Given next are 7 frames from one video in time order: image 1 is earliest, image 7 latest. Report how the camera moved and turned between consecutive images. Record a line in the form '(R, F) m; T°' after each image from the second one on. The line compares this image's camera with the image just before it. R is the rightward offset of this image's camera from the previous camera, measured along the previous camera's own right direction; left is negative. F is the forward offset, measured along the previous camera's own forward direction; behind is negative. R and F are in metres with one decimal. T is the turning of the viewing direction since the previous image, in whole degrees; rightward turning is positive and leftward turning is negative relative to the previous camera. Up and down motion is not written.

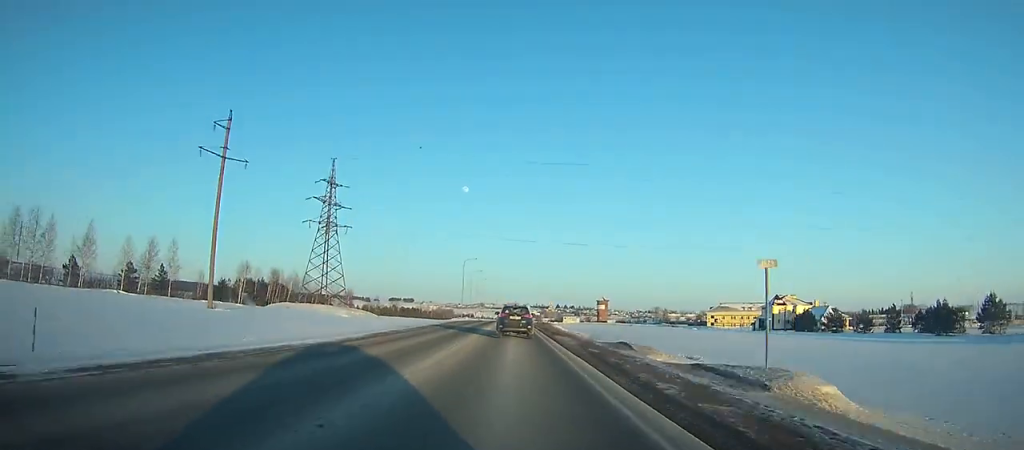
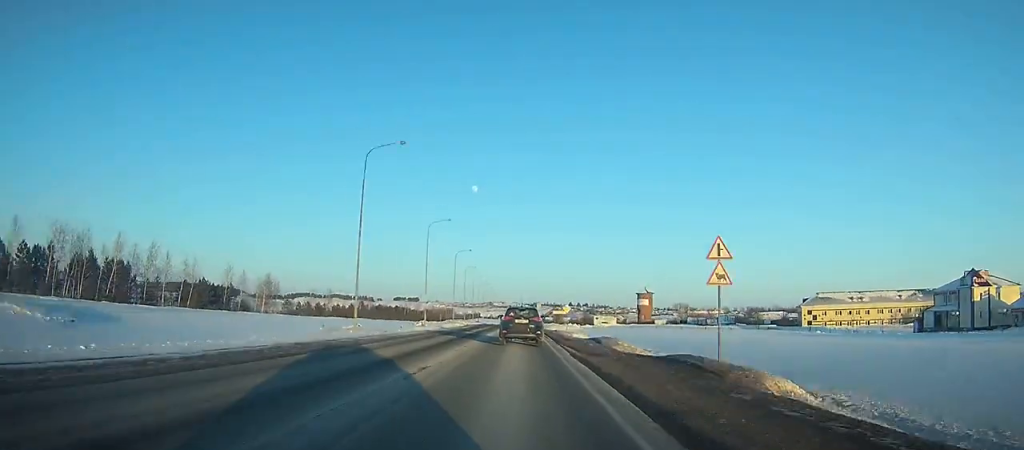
(-1.0, +79.8) m; -1°
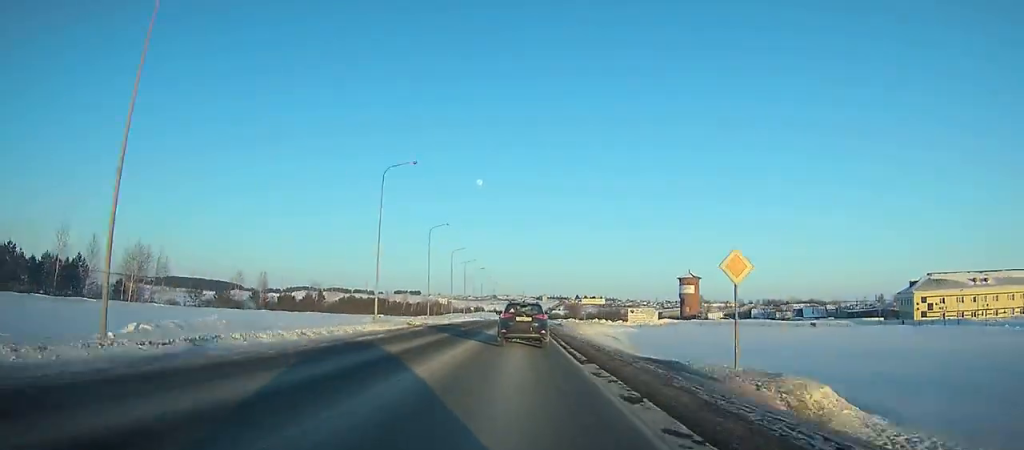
(-0.1, +52.3) m; 0°
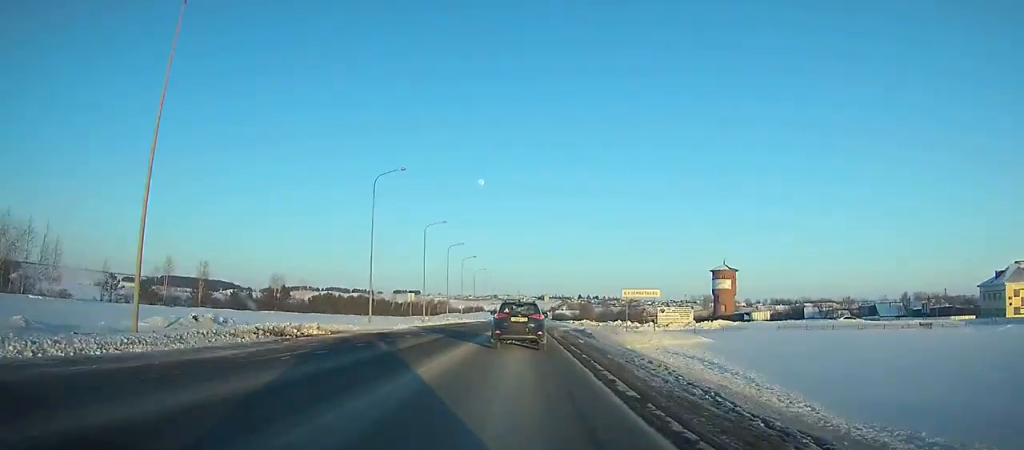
(+0.1, +27.9) m; 0°
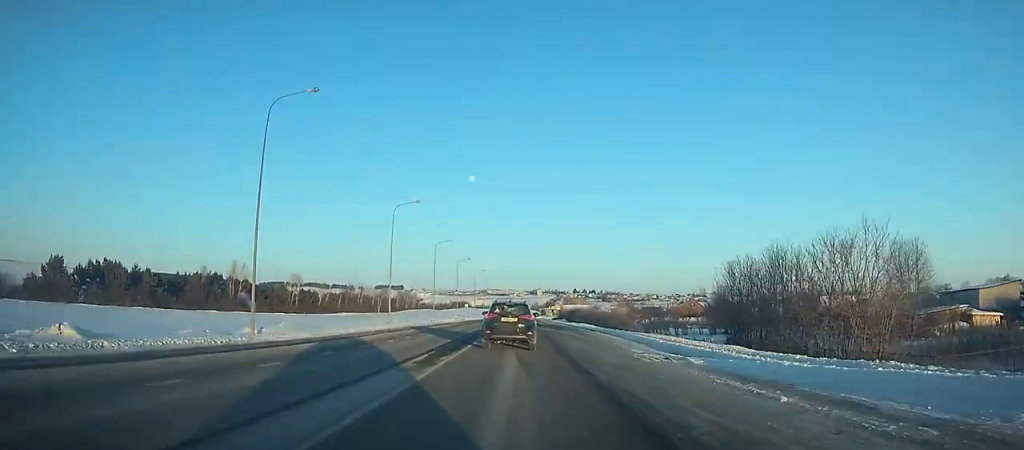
(-0.5, +110.9) m; 0°
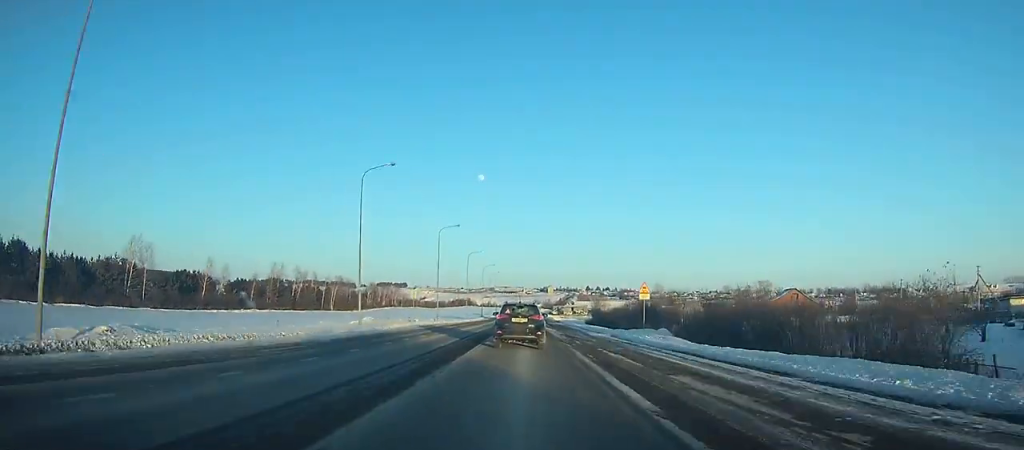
(-0.6, +73.9) m; -1°
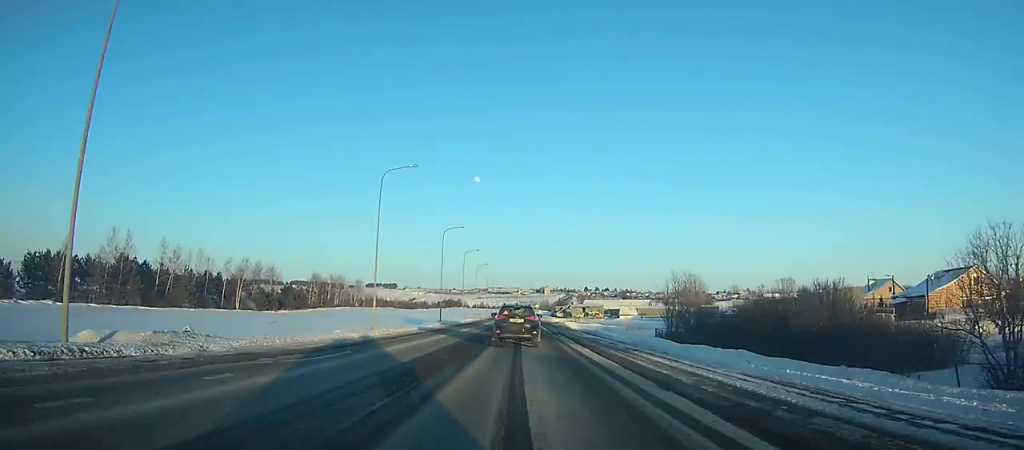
(+0.1, +60.5) m; 0°
